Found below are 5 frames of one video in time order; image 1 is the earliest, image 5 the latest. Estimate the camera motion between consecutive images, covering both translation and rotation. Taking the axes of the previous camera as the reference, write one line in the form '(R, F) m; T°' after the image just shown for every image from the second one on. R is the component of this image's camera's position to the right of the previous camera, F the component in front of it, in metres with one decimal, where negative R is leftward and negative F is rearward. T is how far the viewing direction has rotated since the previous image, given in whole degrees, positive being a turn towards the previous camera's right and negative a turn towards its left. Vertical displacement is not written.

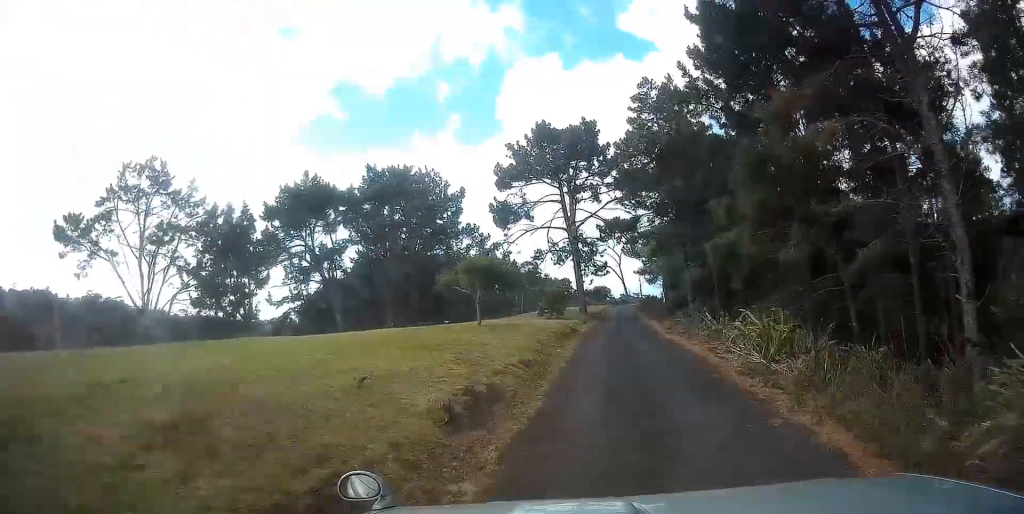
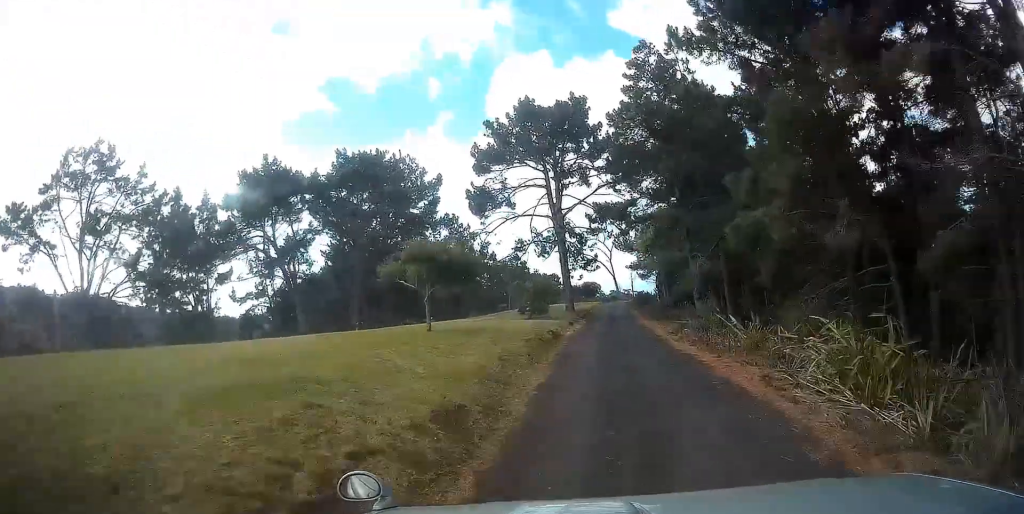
(+0.1, +5.5) m; +1°
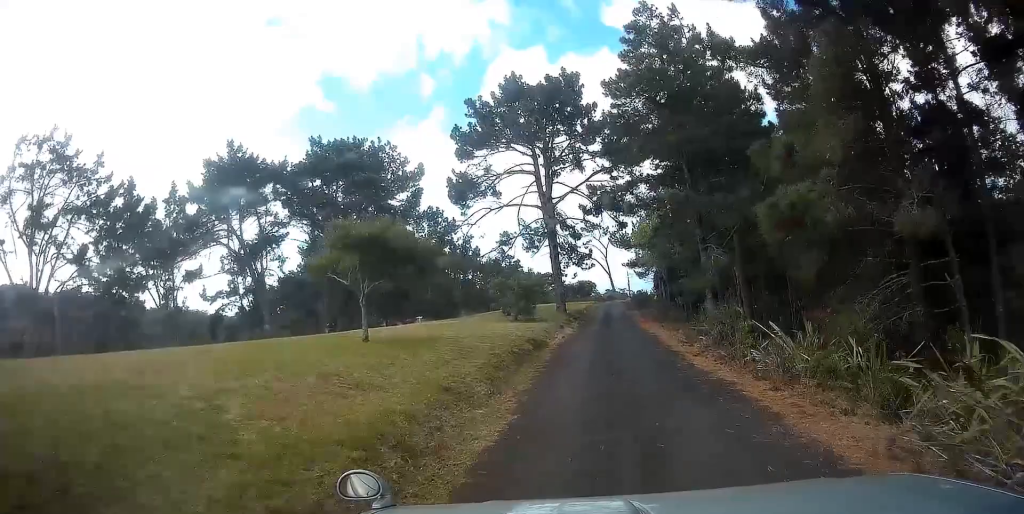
(+0.1, +4.7) m; 0°
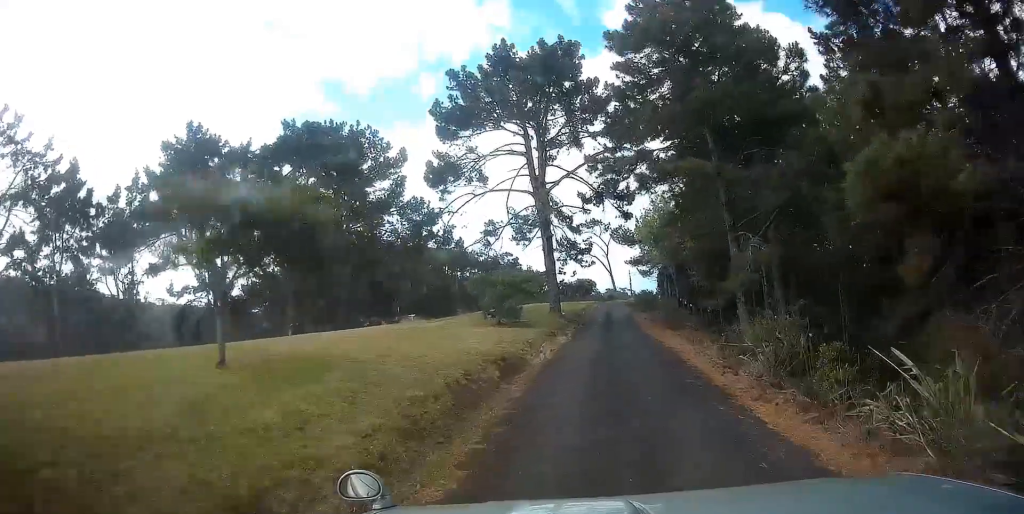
(0.0, +5.4) m; 0°
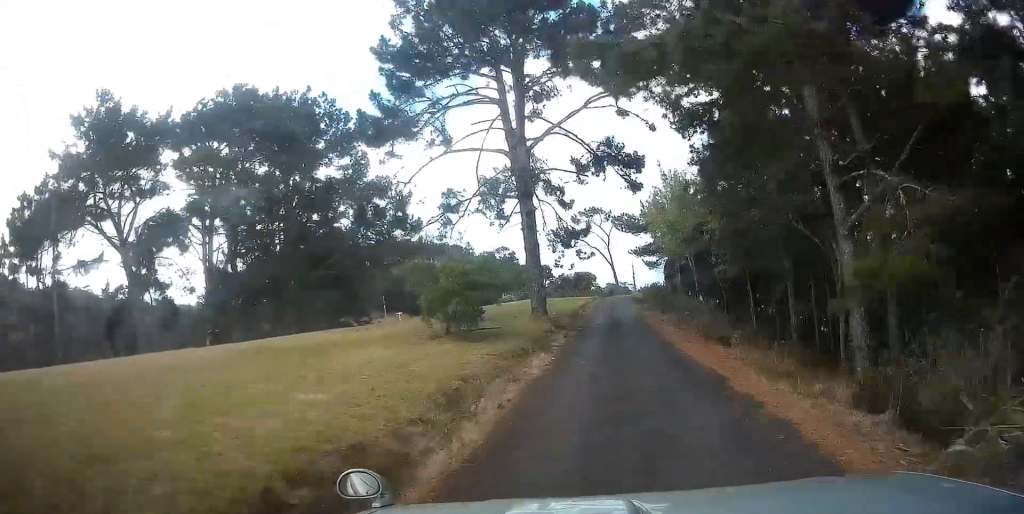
(0.0, +8.9) m; 0°
